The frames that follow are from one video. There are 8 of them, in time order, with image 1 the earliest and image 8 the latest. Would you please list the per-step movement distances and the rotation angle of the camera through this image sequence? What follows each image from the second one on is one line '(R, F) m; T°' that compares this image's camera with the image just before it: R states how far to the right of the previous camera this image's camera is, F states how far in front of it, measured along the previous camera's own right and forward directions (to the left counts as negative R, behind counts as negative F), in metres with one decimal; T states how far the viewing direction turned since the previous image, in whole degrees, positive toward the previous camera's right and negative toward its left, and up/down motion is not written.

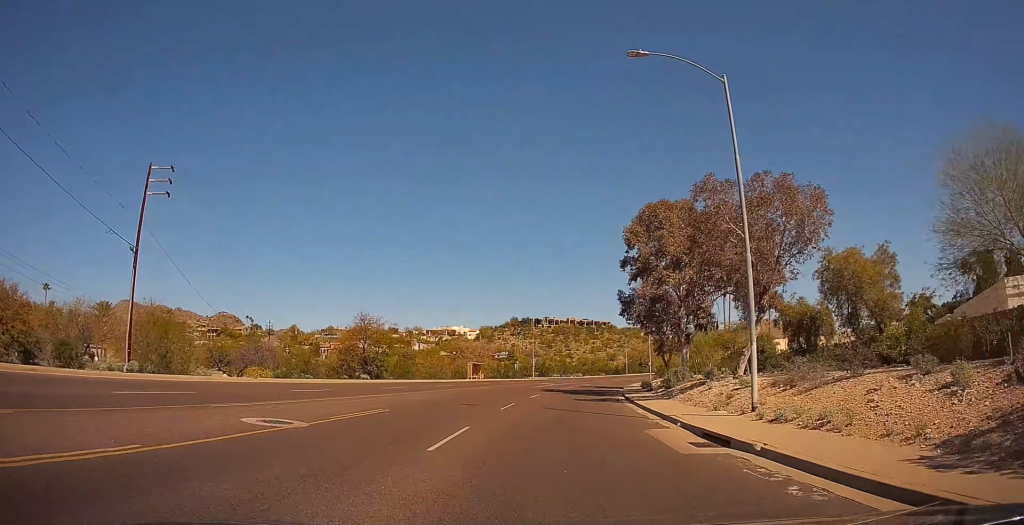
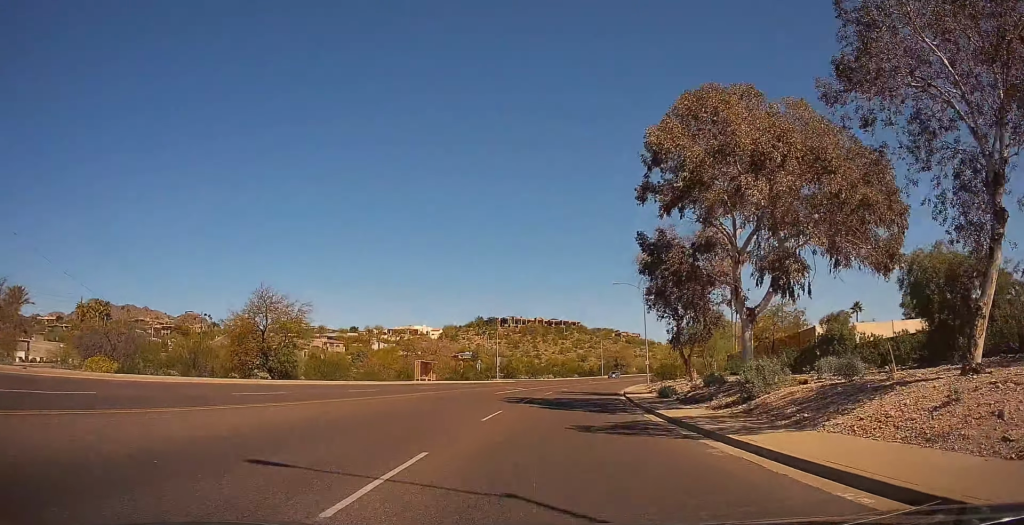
(+0.6, +17.2) m; +2°
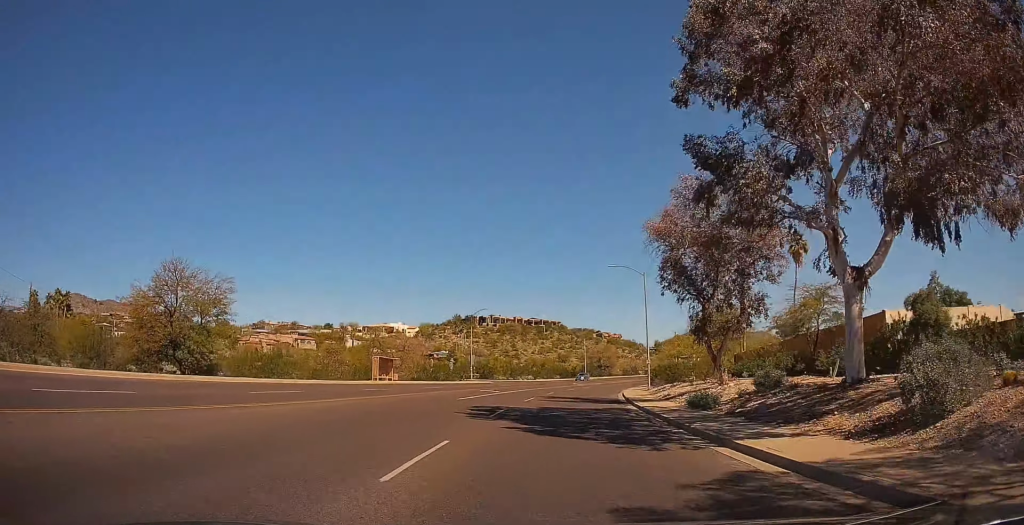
(-0.1, +10.0) m; +1°
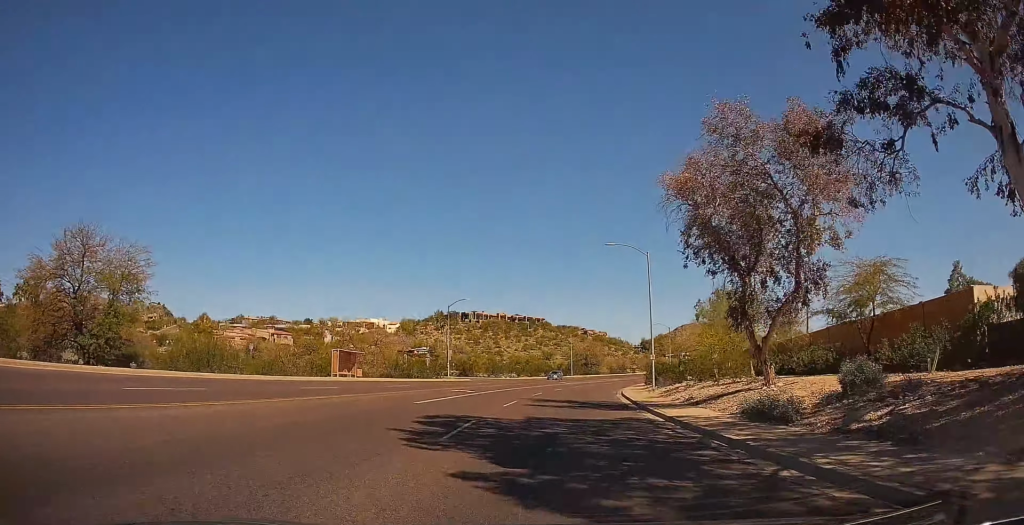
(+0.1, +7.6) m; +2°
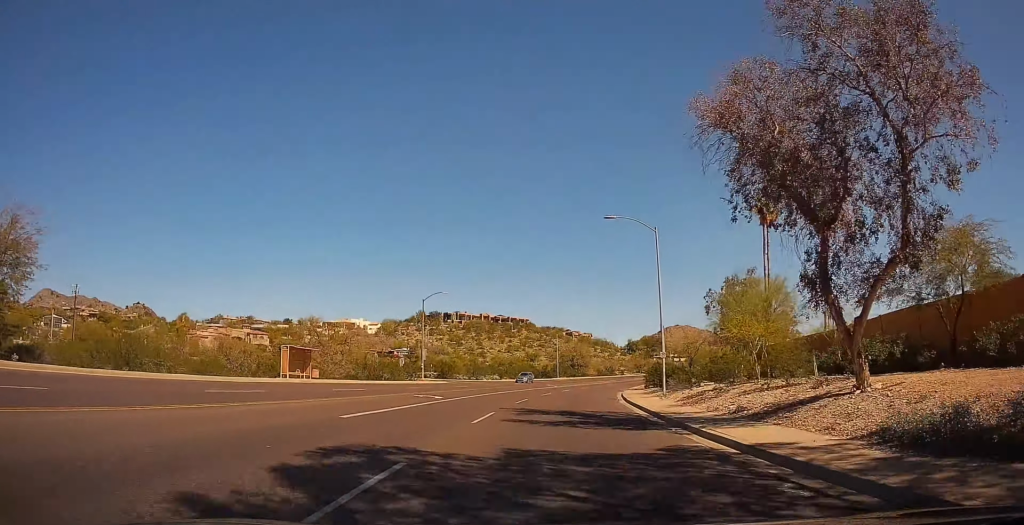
(0.0, +7.6) m; +2°
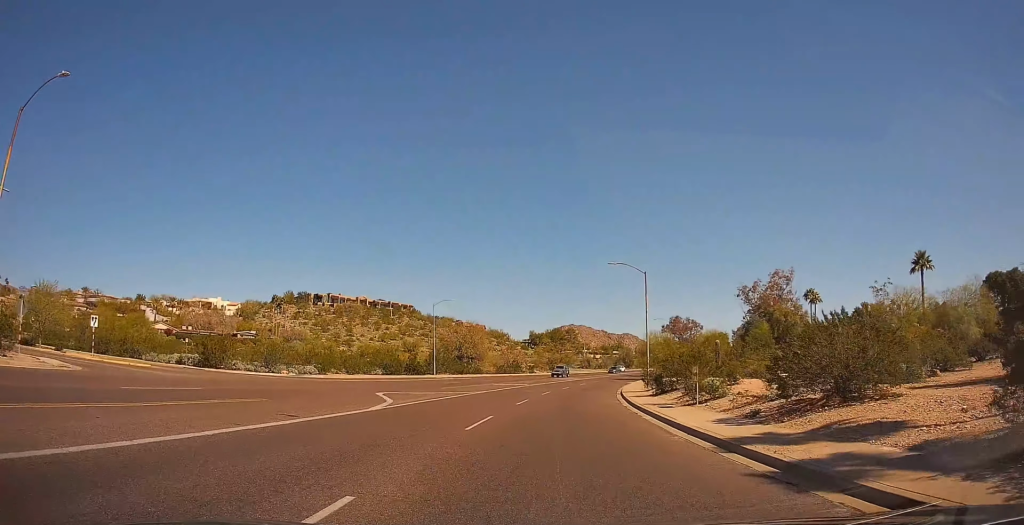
(+6.8, +49.7) m; +13°
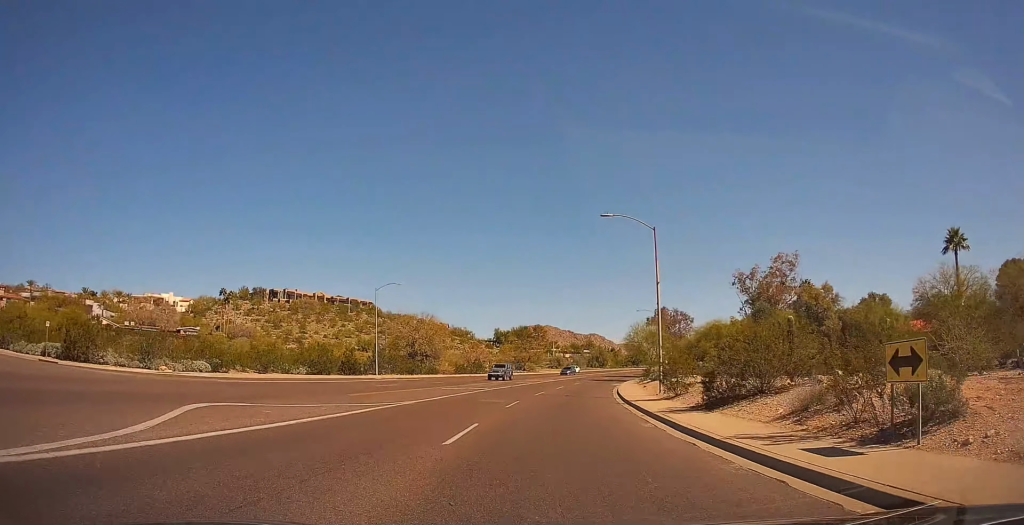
(+0.2, +14.3) m; +2°
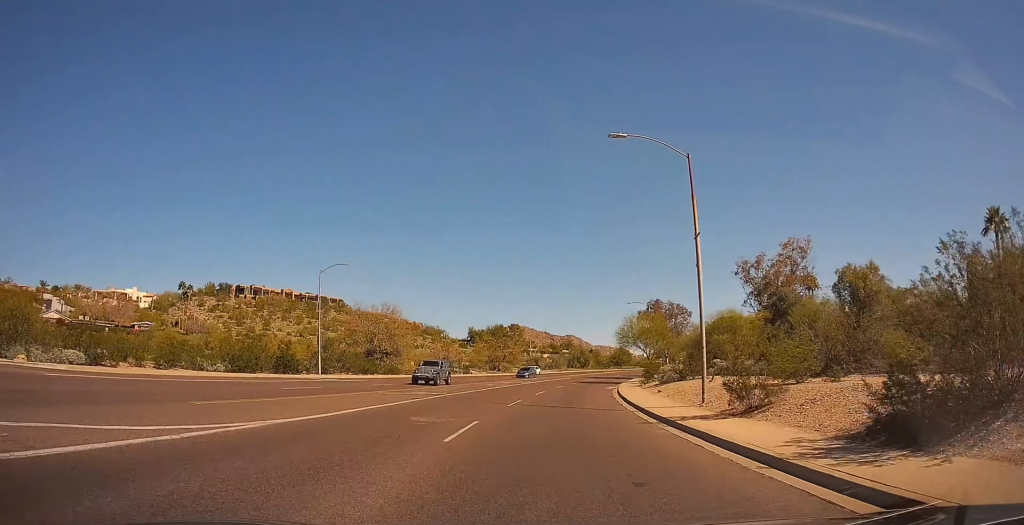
(0.0, +11.5) m; +2°
